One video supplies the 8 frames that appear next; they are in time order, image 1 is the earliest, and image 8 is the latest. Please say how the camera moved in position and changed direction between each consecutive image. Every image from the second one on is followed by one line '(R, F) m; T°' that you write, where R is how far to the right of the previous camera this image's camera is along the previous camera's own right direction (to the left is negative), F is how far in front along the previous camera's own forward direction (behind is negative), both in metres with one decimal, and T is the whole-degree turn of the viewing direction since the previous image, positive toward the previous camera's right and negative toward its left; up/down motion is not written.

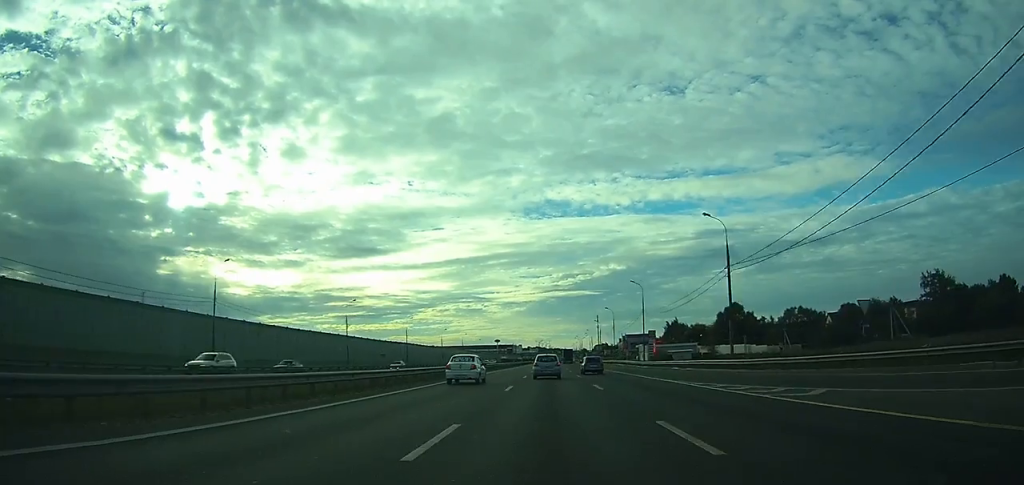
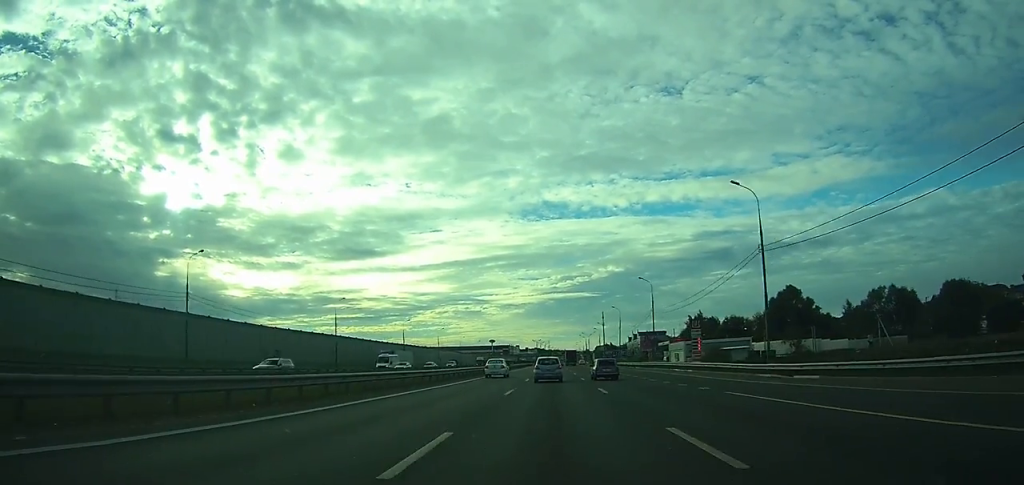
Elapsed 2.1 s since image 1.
(+0.3, +55.0) m; +1°
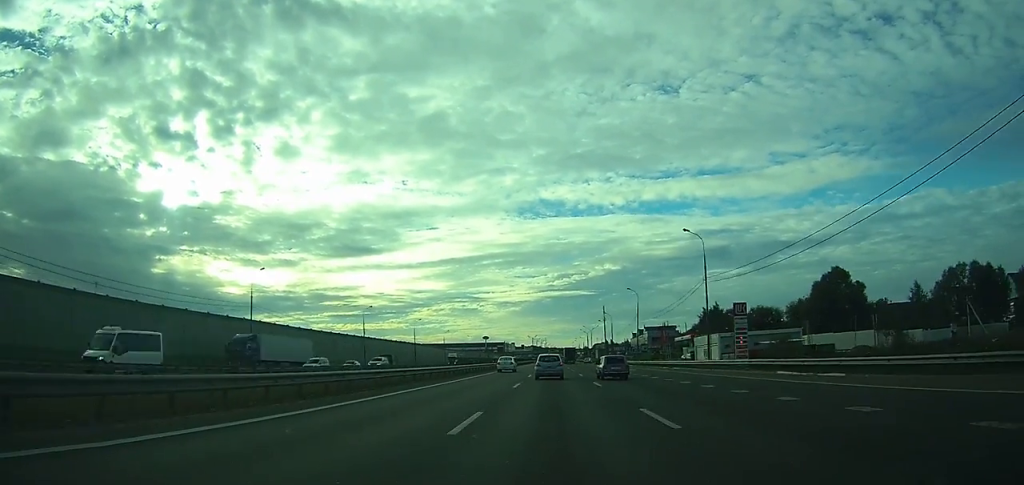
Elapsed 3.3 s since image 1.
(+0.1, +29.9) m; 0°
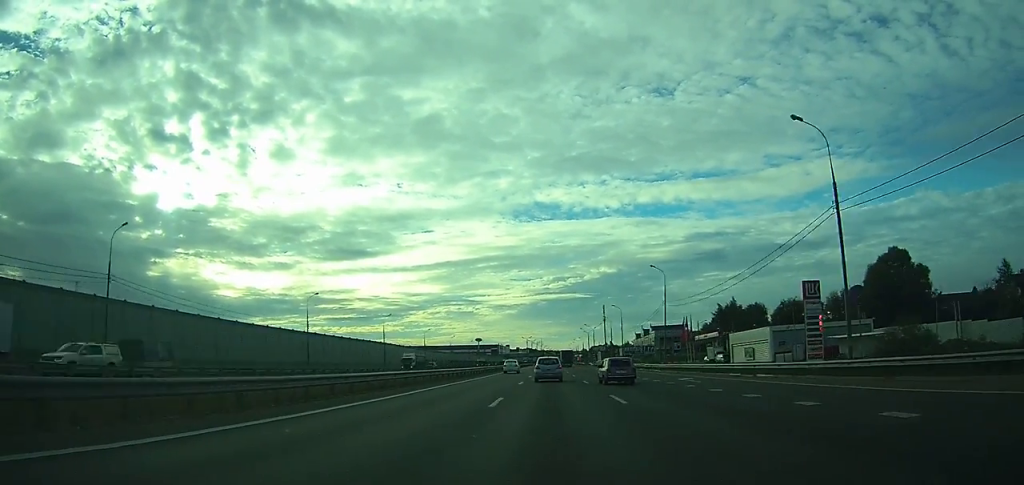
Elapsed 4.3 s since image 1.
(+0.1, +24.9) m; 0°
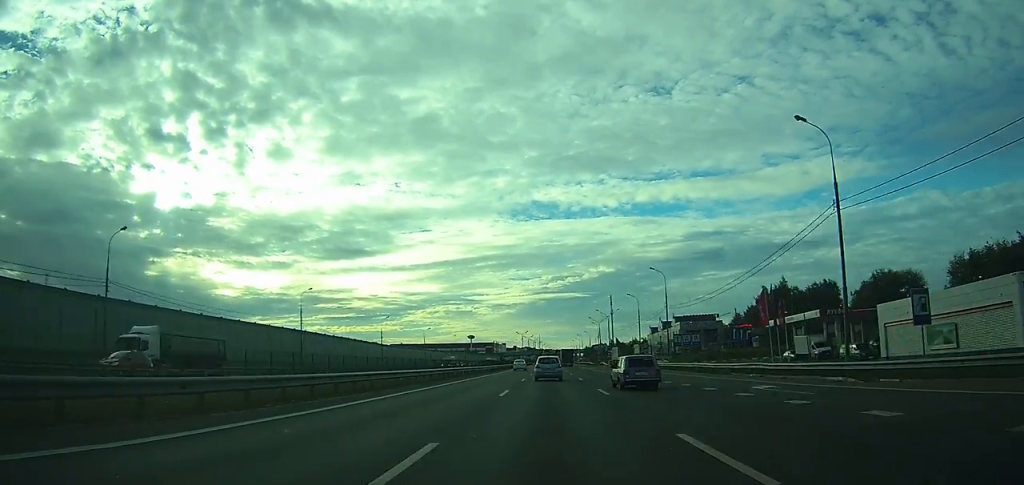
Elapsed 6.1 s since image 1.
(+0.1, +40.5) m; 0°
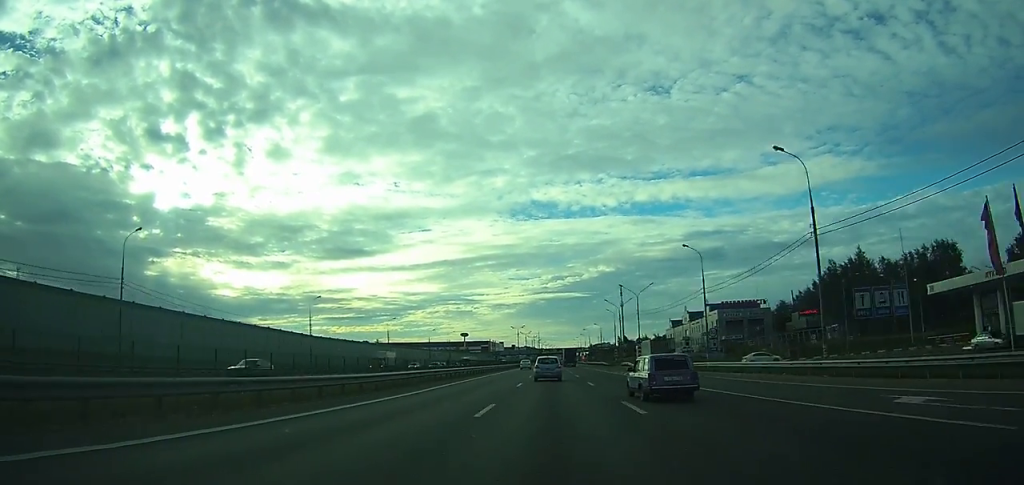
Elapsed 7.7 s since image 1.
(0.0, +37.0) m; 0°
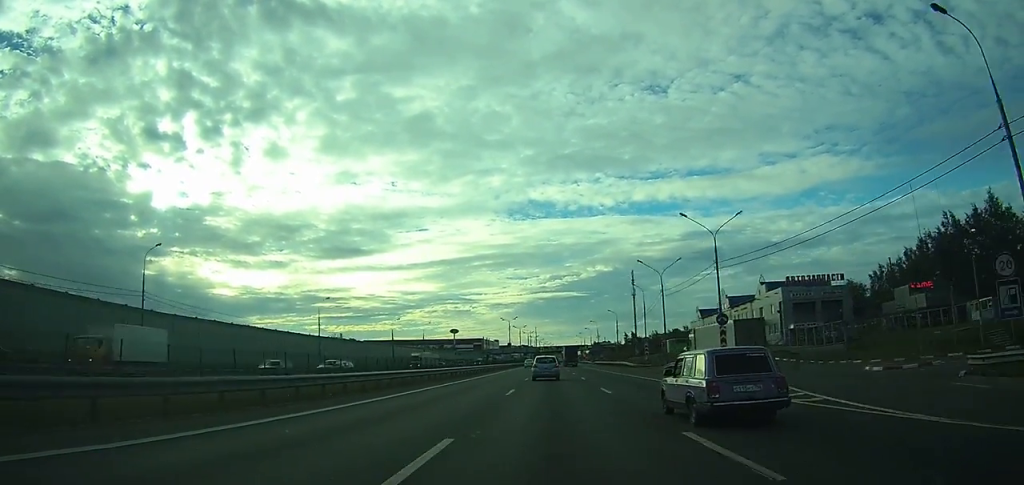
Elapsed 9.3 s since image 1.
(-0.1, +39.2) m; 0°
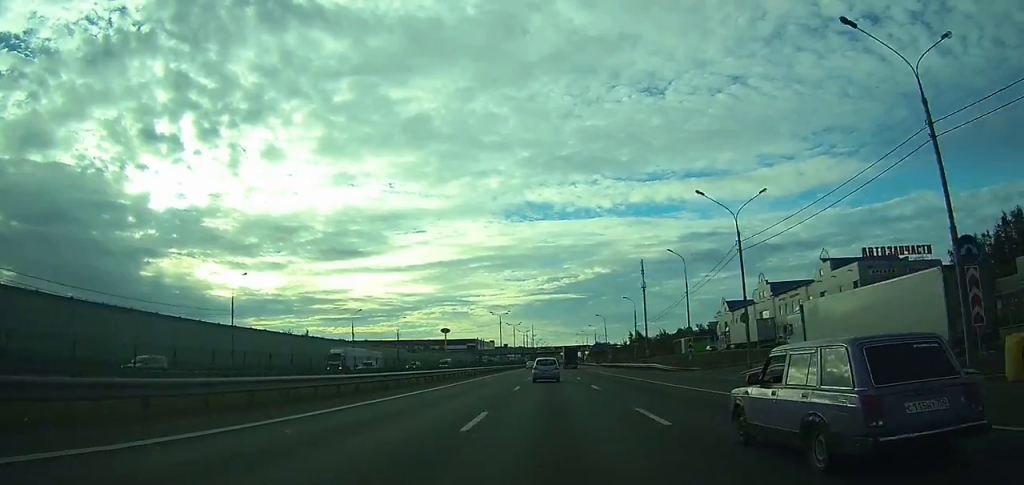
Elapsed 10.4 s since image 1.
(0.0, +27.5) m; 0°
